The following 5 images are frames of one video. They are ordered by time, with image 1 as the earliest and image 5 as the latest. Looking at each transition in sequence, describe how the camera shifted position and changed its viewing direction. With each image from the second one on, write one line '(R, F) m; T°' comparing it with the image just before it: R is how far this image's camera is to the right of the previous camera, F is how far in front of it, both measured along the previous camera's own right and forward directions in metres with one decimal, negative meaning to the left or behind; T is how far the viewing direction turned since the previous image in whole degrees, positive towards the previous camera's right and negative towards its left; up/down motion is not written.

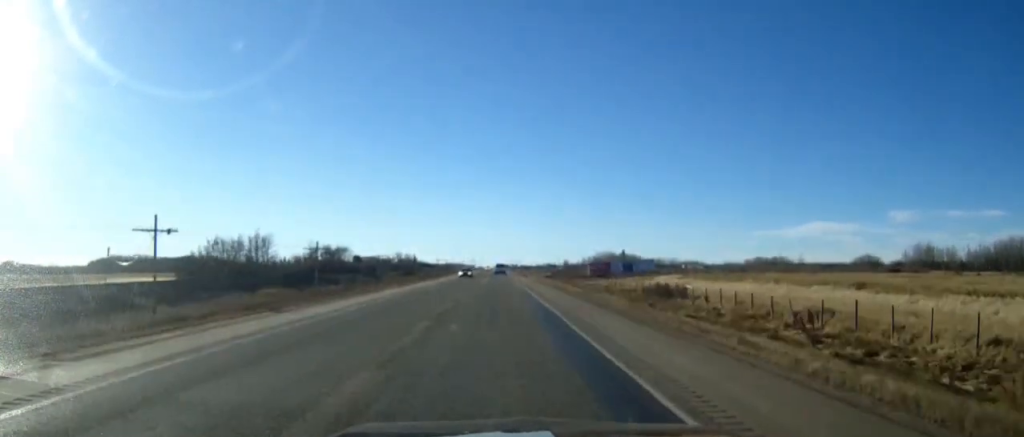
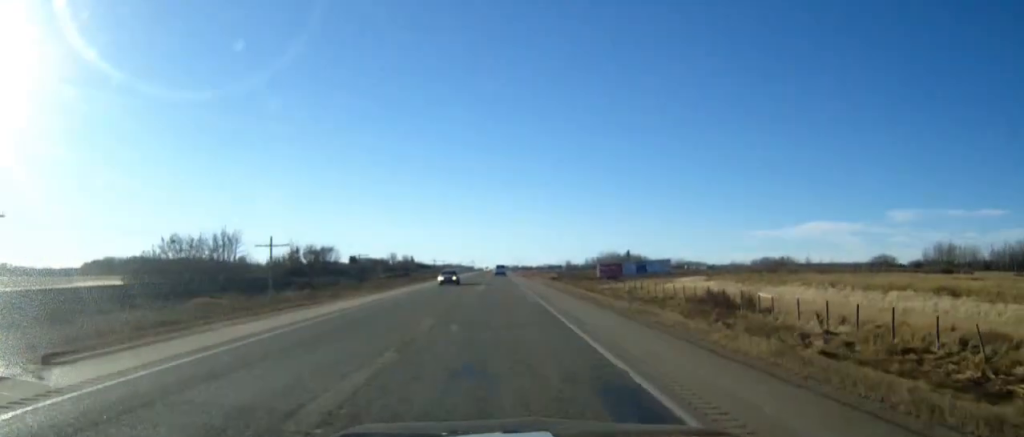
(0.0, +16.1) m; 0°
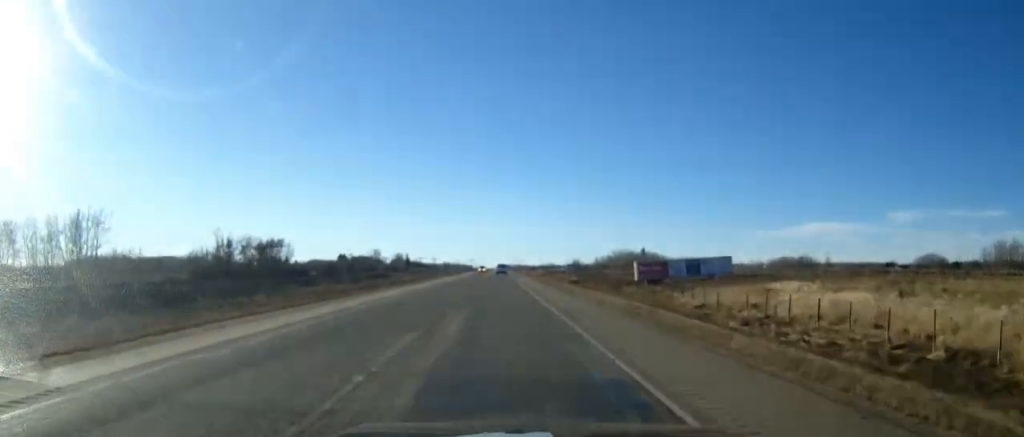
(-0.1, +41.9) m; 0°
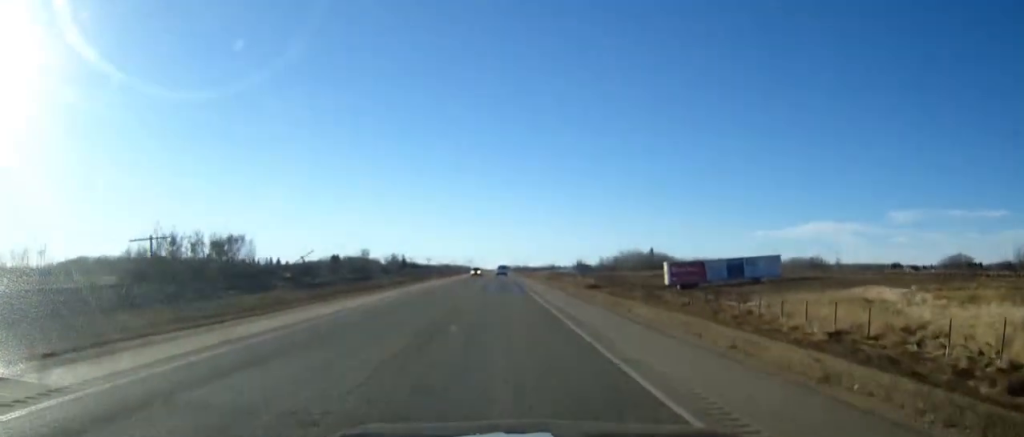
(0.0, +21.3) m; 0°
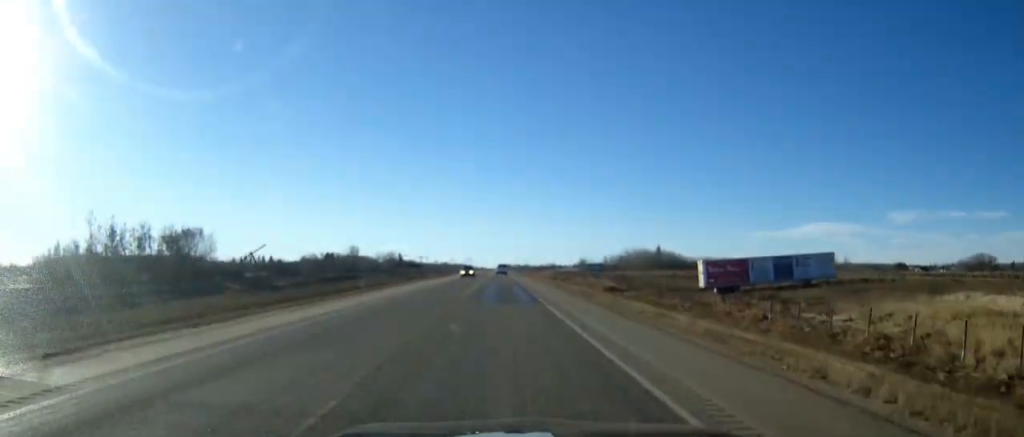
(0.0, +16.8) m; 0°
